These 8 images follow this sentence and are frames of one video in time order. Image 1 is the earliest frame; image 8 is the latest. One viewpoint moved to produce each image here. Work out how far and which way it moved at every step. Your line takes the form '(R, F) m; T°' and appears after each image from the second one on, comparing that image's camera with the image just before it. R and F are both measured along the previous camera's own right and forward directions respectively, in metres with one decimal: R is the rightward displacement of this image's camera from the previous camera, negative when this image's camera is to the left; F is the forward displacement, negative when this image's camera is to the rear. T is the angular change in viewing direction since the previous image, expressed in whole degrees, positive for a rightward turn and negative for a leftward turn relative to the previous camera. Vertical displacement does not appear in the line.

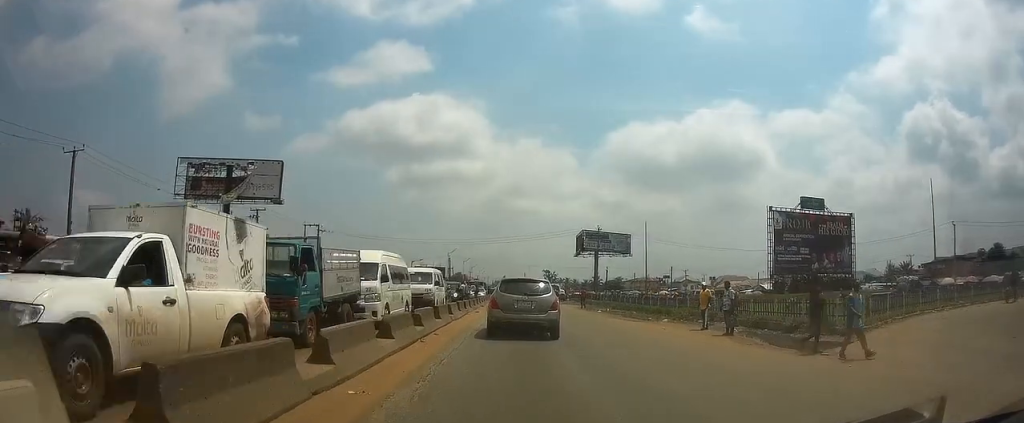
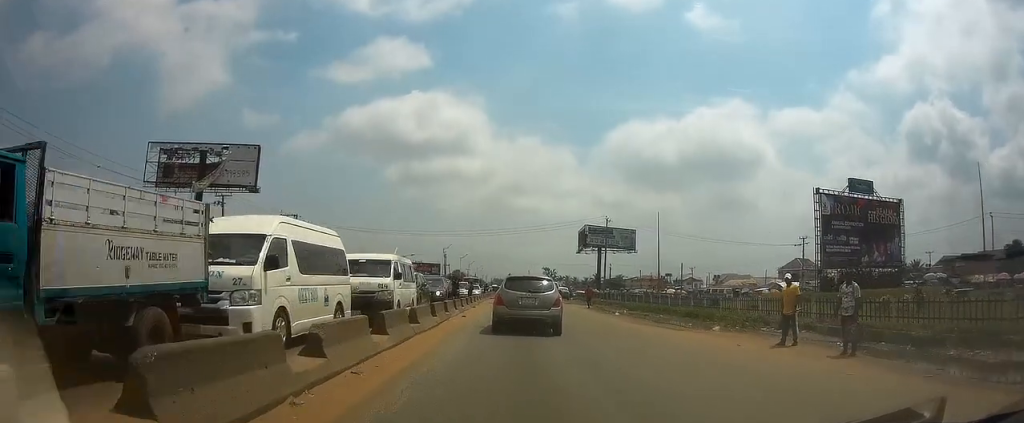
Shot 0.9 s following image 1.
(+0.1, +7.3) m; +1°
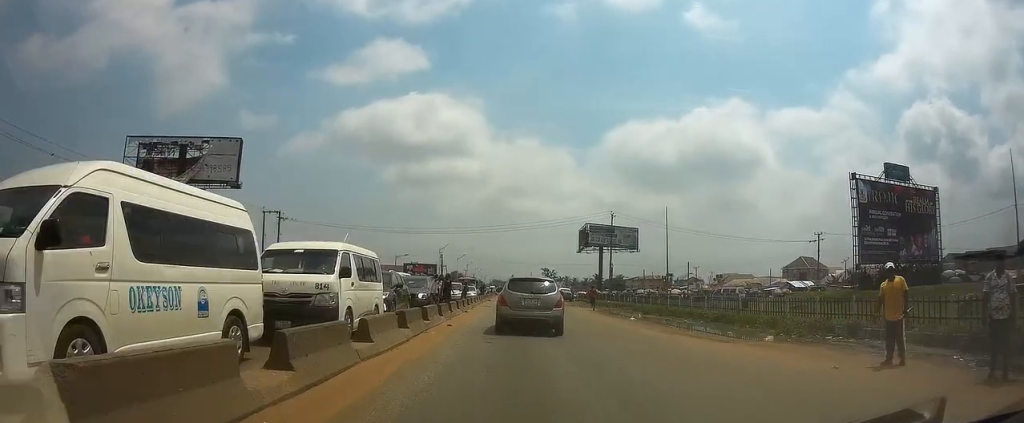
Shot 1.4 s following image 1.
(0.0, +4.3) m; 0°
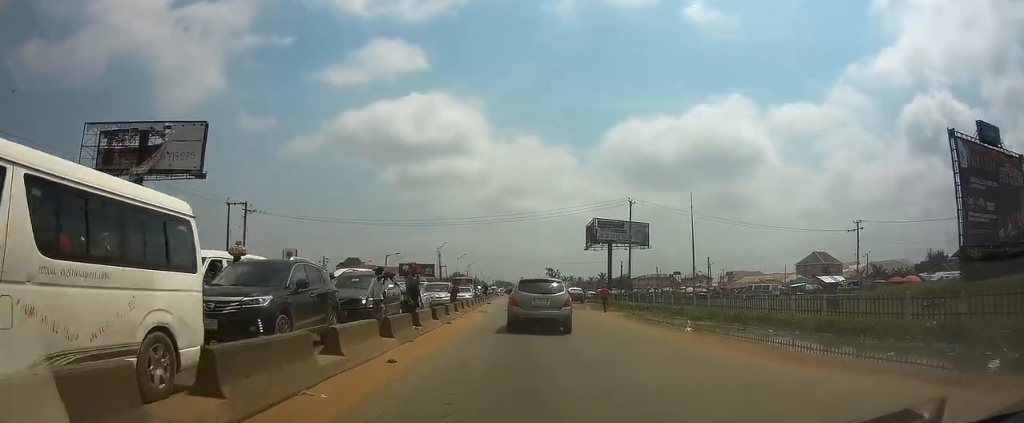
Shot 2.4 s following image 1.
(0.0, +8.4) m; -1°
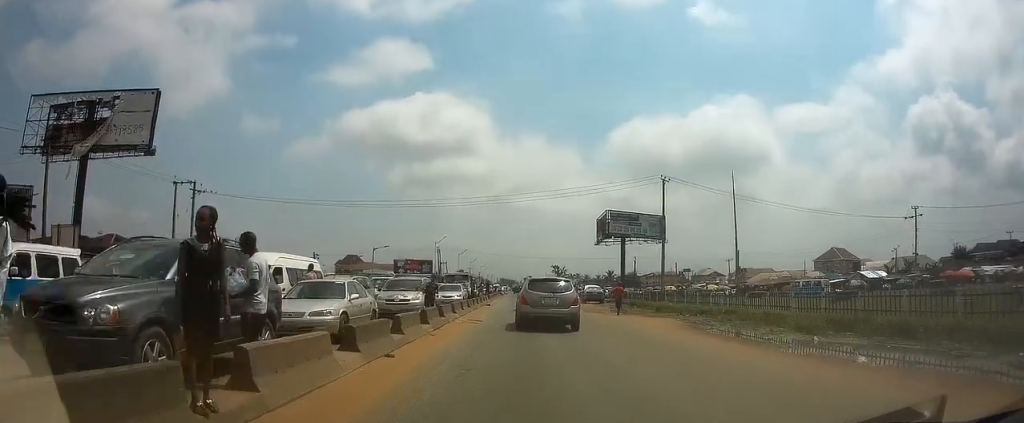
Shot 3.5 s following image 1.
(-0.1, +9.8) m; -1°
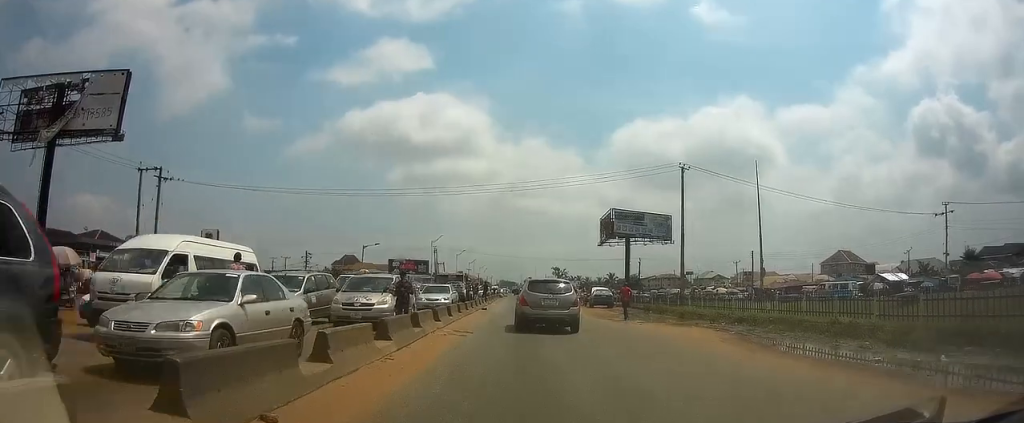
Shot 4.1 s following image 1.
(0.0, +5.1) m; 0°
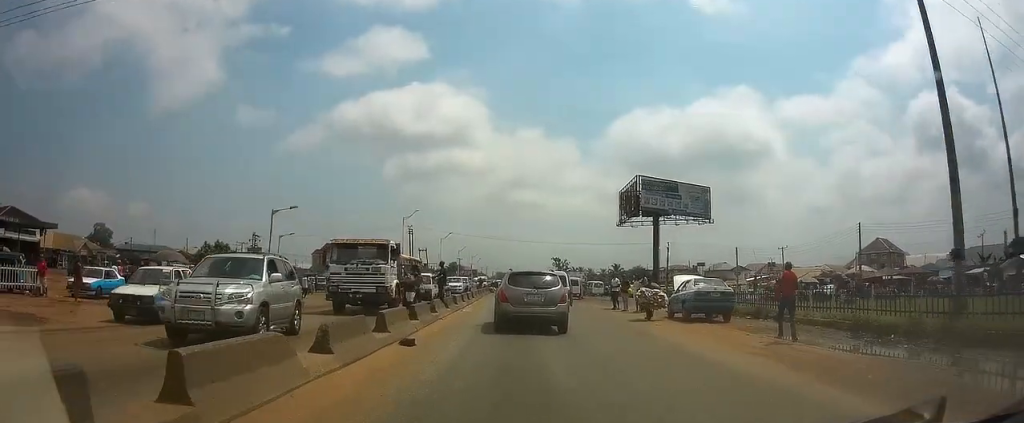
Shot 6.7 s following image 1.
(+0.1, +24.8) m; 0°
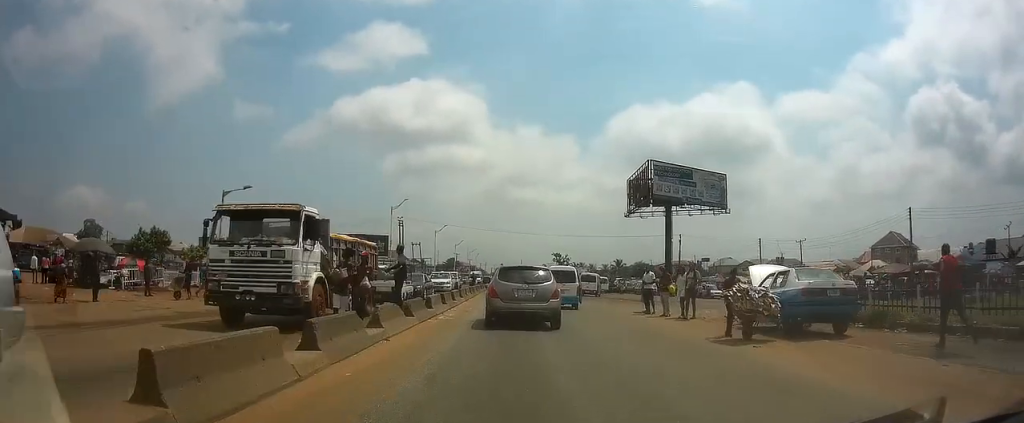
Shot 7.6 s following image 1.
(+0.1, +7.8) m; -1°
